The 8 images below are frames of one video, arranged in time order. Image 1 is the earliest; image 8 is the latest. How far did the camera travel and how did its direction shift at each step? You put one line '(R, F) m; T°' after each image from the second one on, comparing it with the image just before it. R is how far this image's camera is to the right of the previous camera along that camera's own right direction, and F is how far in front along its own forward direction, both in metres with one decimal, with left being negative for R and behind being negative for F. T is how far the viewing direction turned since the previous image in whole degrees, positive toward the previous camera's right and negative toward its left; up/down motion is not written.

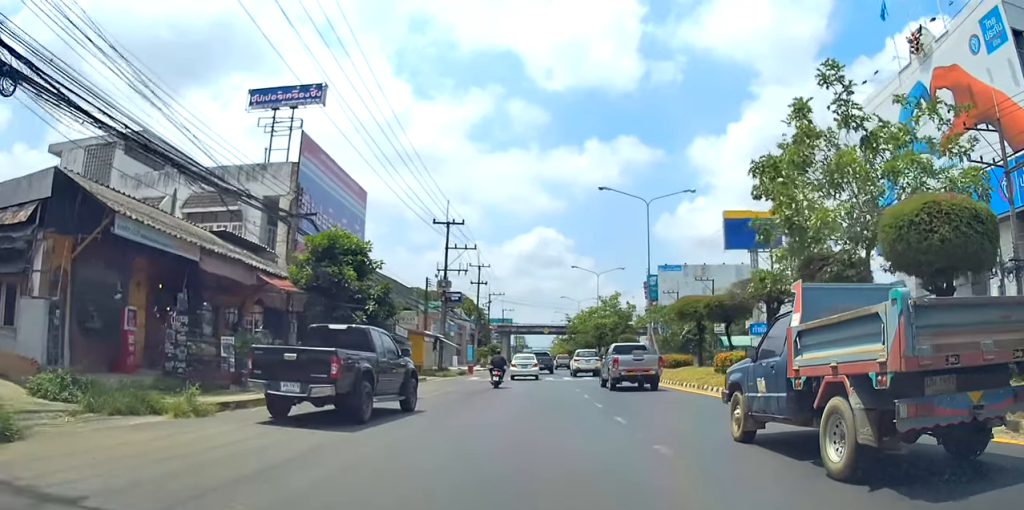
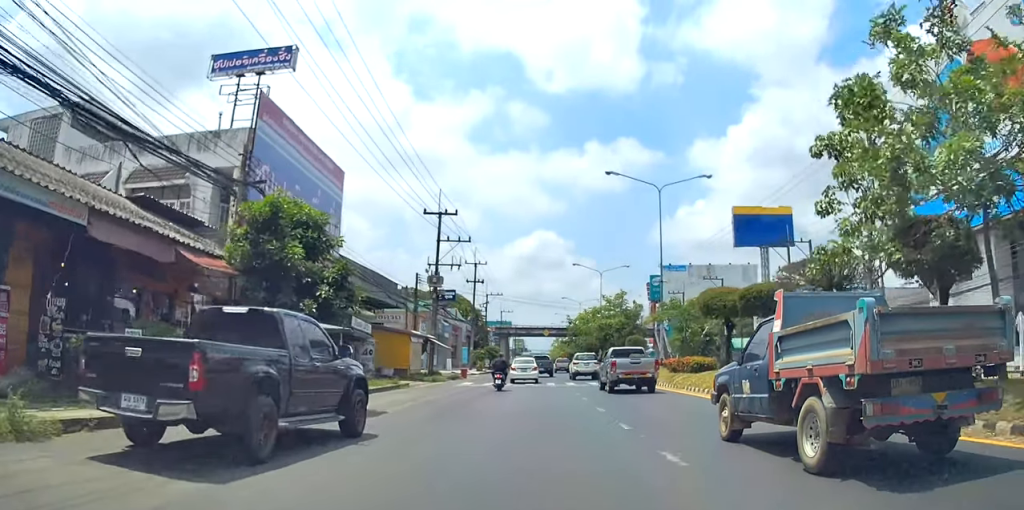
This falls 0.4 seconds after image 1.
(-0.3, +4.5) m; 0°
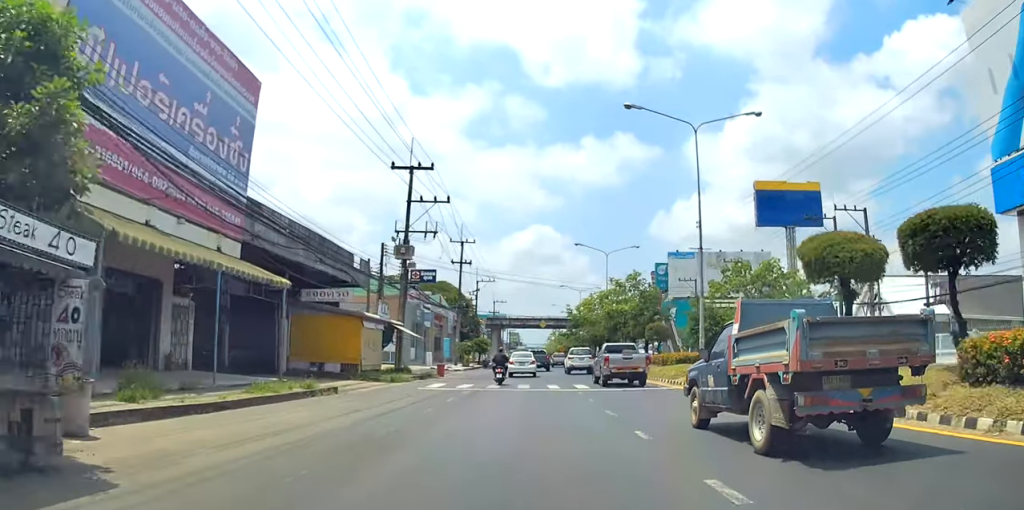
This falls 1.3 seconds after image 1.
(-0.2, +10.2) m; +2°
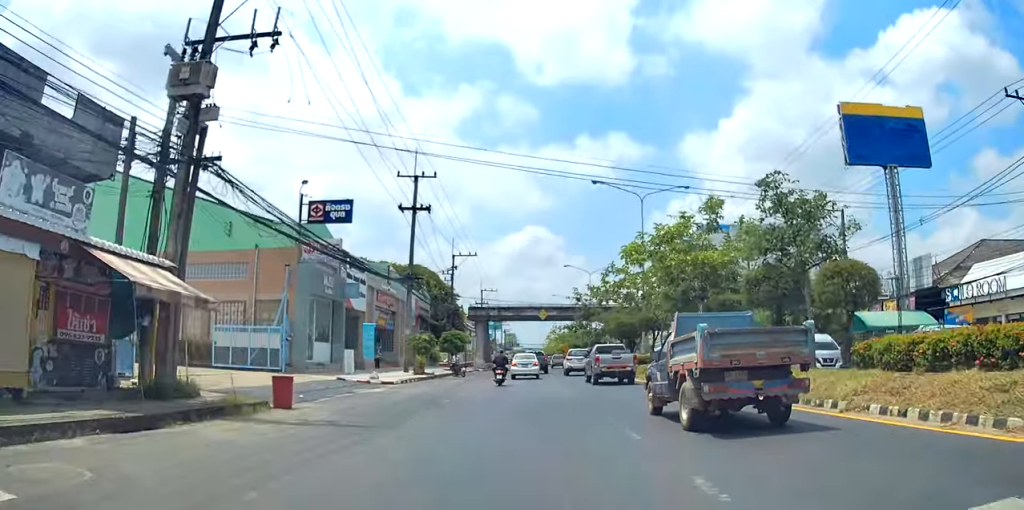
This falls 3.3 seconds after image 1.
(+1.4, +23.7) m; +3°
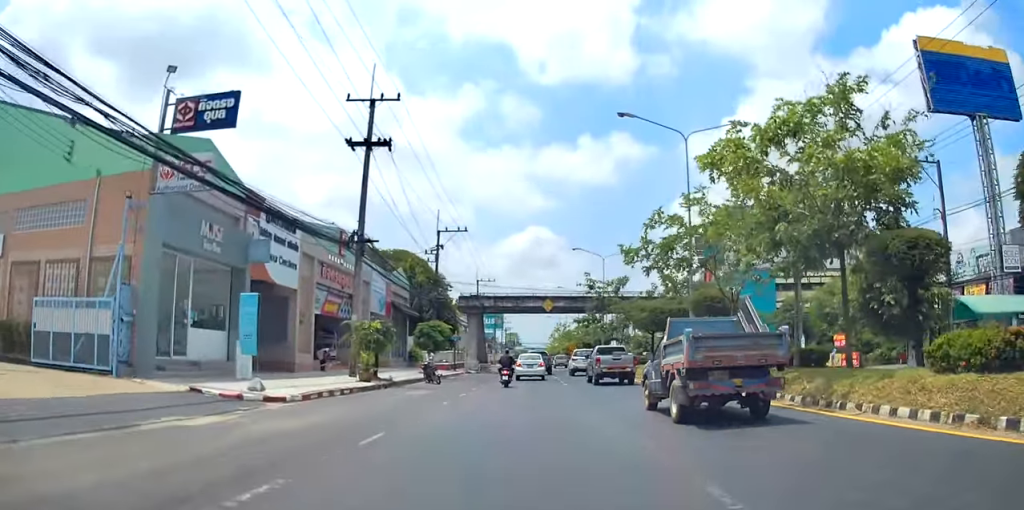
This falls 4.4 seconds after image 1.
(0.0, +12.8) m; -1°
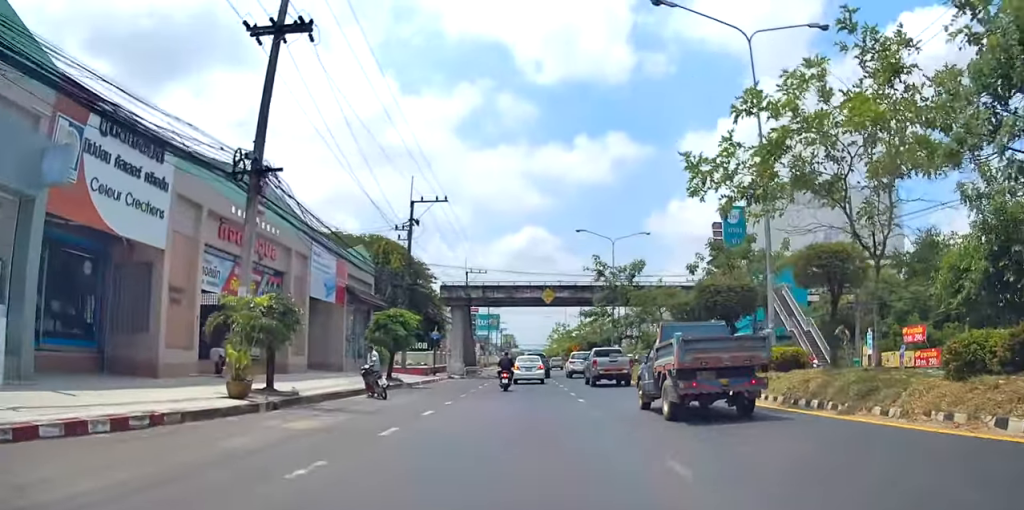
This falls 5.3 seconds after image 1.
(0.0, +10.6) m; 0°
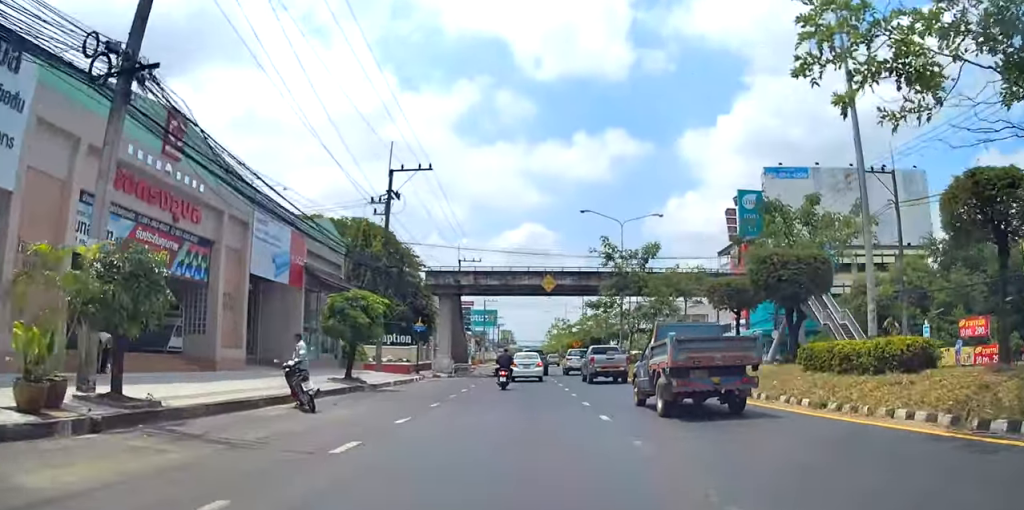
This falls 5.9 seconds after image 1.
(0.0, +6.6) m; 0°
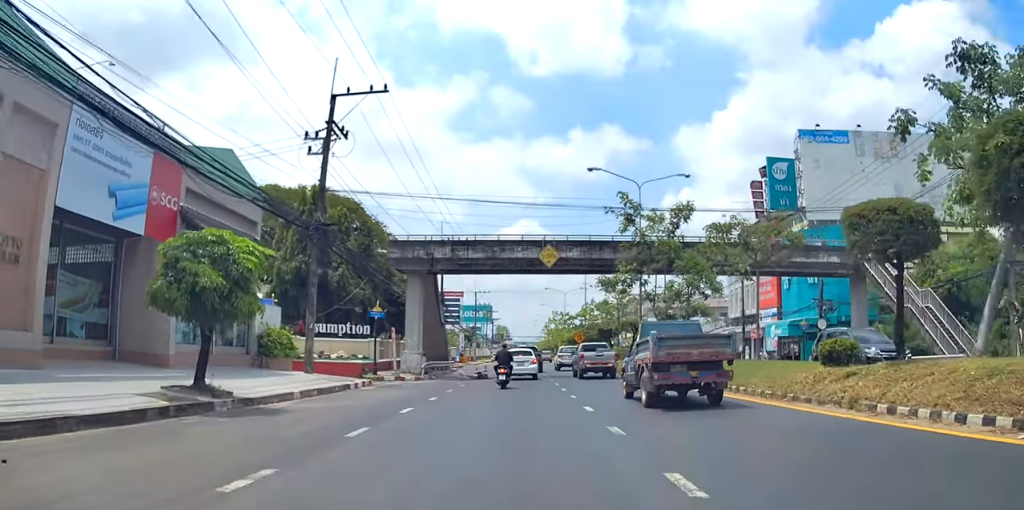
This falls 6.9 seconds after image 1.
(0.0, +10.9) m; -1°
